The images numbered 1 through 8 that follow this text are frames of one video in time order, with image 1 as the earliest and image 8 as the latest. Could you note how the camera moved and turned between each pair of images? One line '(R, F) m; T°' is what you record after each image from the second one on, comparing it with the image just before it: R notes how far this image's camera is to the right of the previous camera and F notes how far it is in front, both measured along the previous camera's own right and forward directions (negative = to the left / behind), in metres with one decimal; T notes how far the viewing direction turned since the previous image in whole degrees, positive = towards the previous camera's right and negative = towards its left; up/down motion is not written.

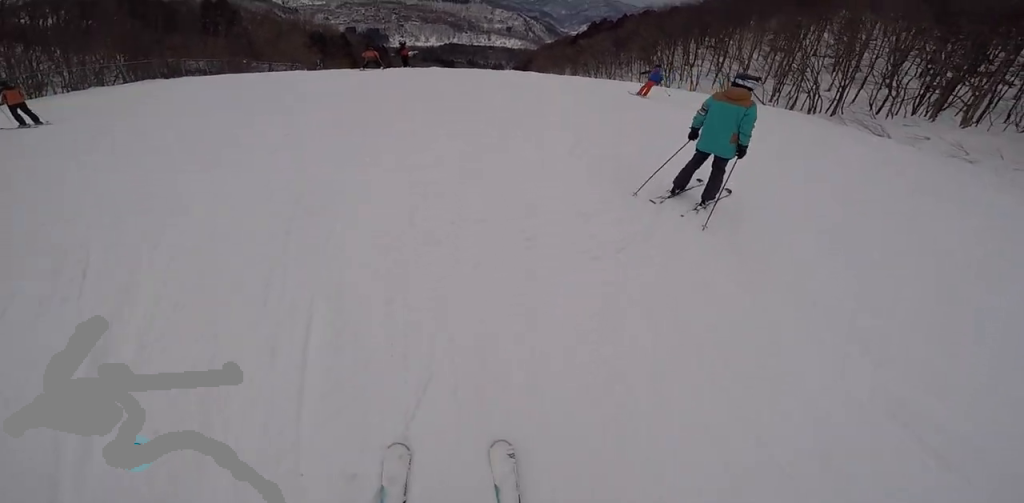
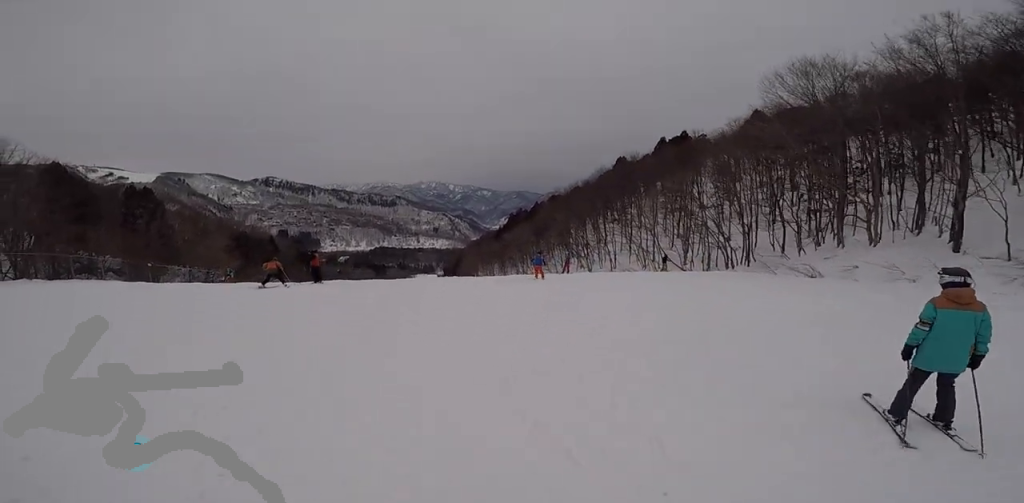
(+0.2, +4.1) m; +8°
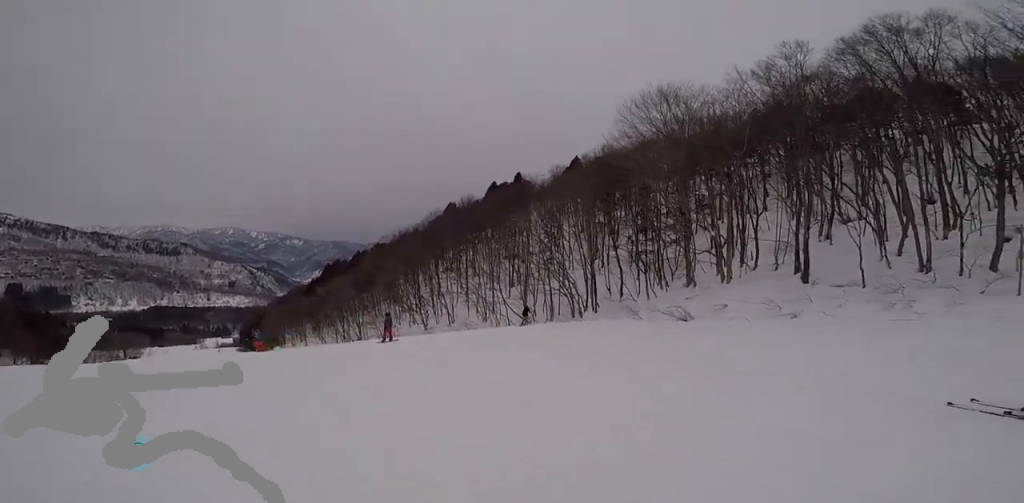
(+0.9, +7.1) m; +8°
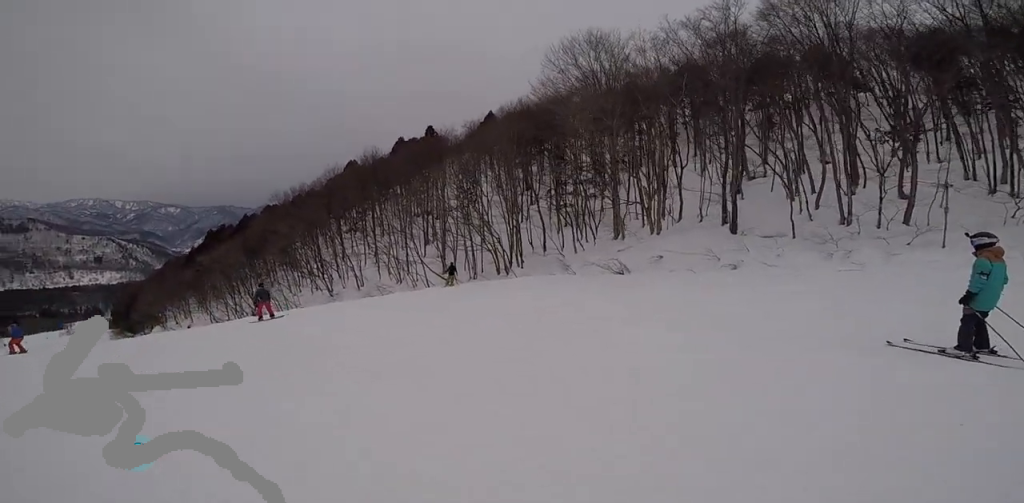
(-0.1, +2.6) m; -2°
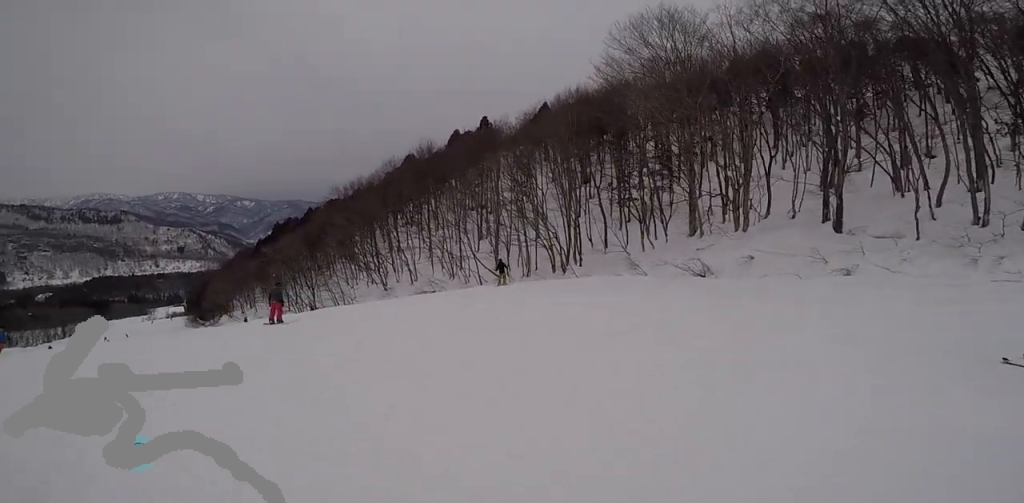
(-0.1, +2.2) m; -2°
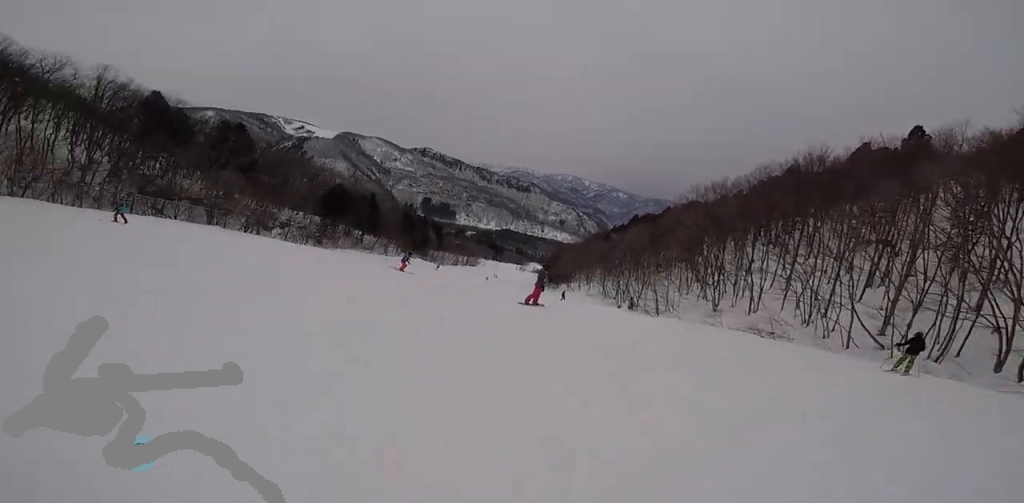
(-0.3, +4.8) m; -12°
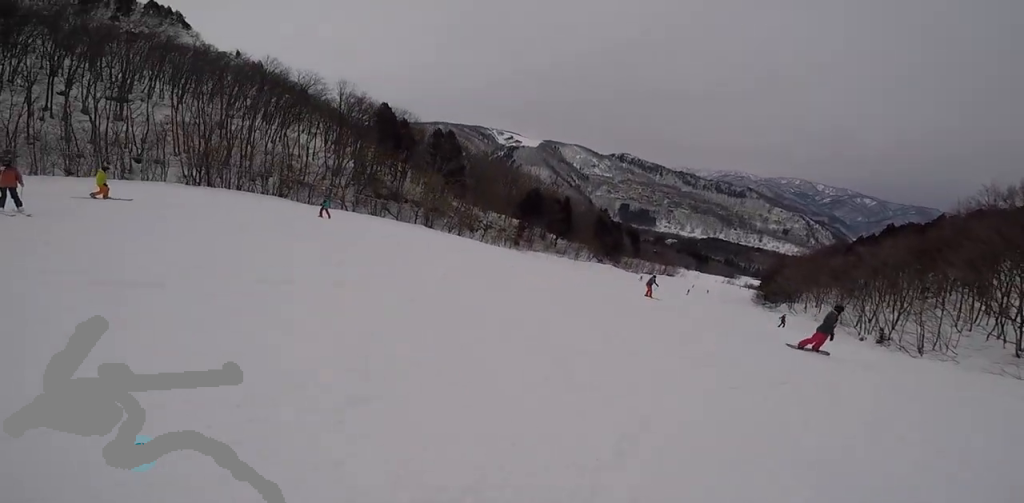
(-0.4, +2.7) m; -16°
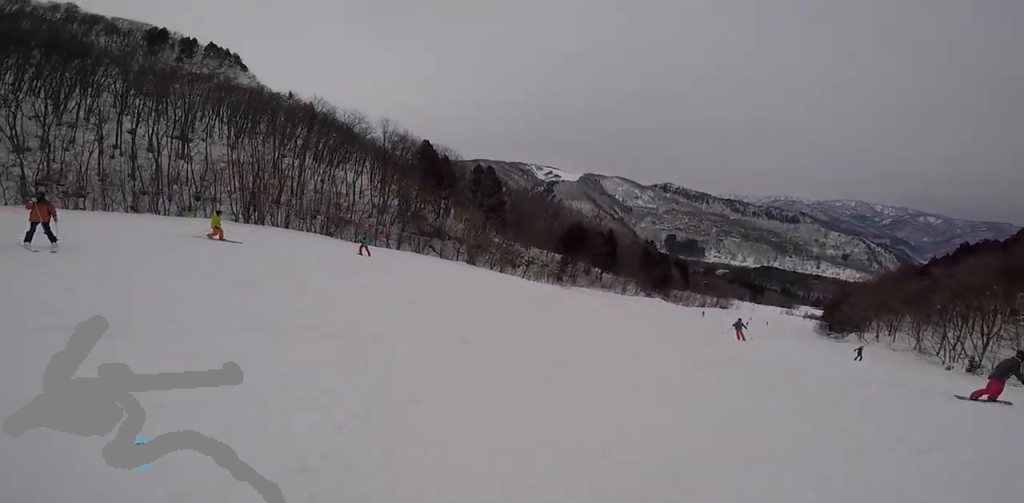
(-0.1, +1.1) m; -7°
